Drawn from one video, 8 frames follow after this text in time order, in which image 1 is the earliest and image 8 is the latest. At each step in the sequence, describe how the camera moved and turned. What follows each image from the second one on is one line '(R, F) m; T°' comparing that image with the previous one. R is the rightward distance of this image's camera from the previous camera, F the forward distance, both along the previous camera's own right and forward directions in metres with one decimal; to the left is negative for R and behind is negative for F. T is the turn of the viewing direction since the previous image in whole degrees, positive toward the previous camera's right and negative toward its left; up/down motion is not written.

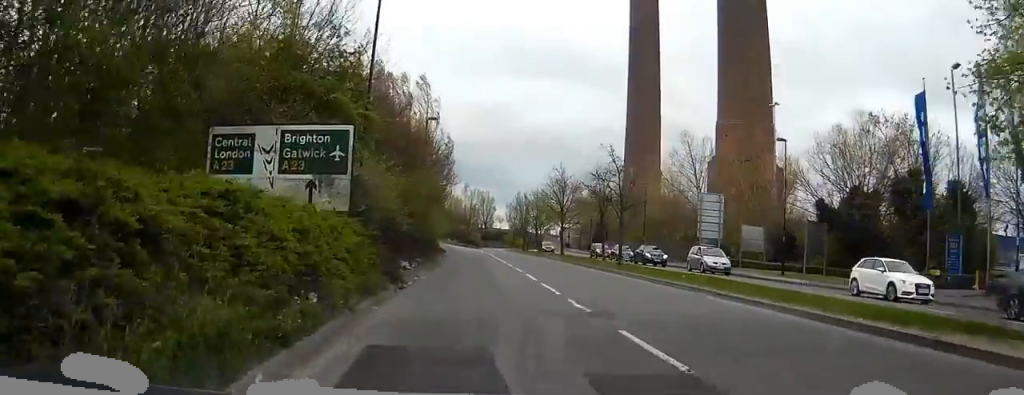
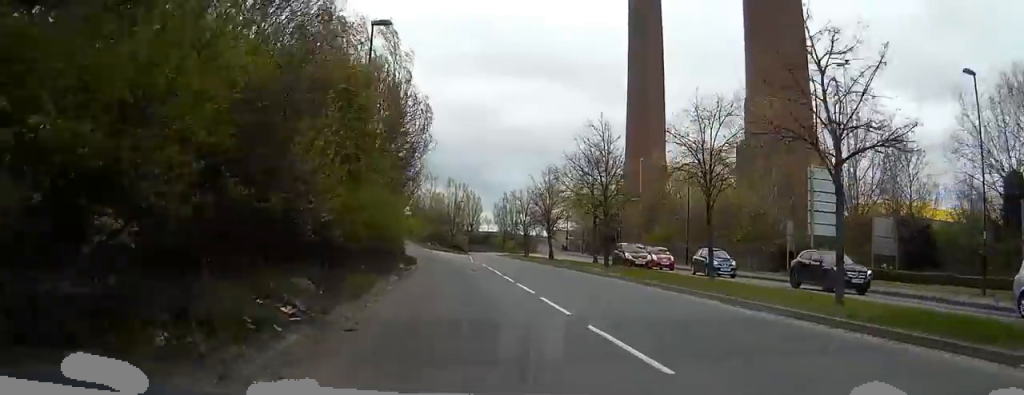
(+0.3, +21.4) m; 0°
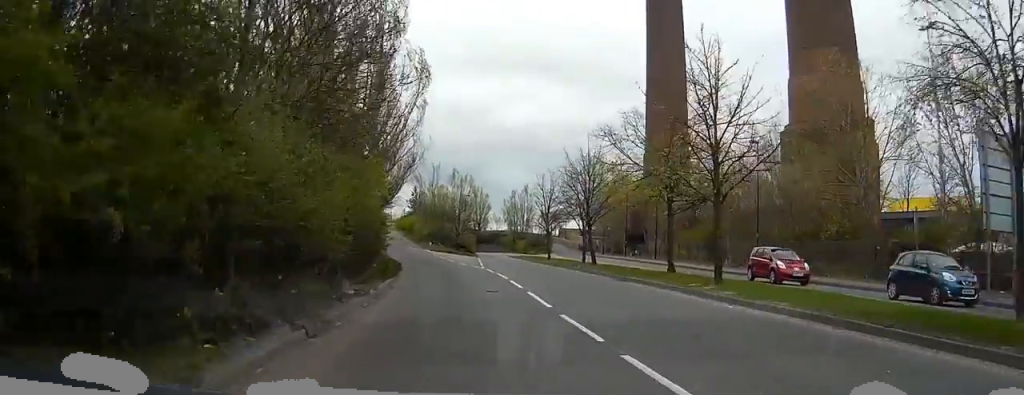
(-0.5, +14.0) m; -4°
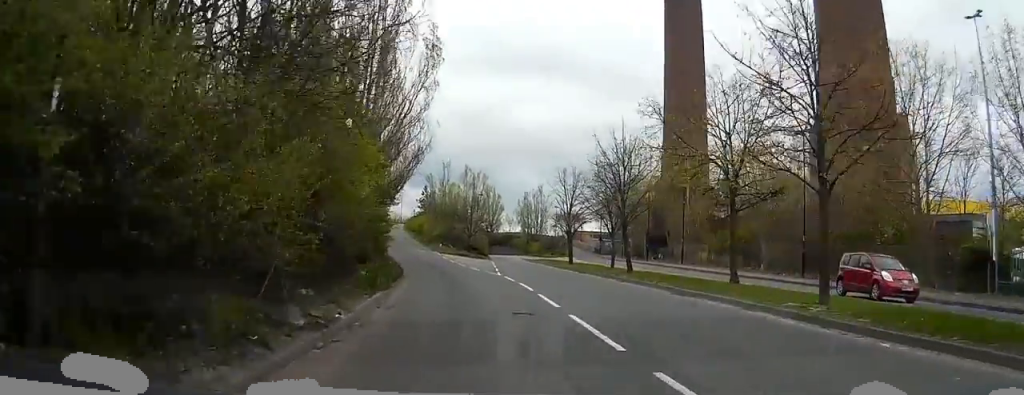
(-0.1, +5.4) m; -1°
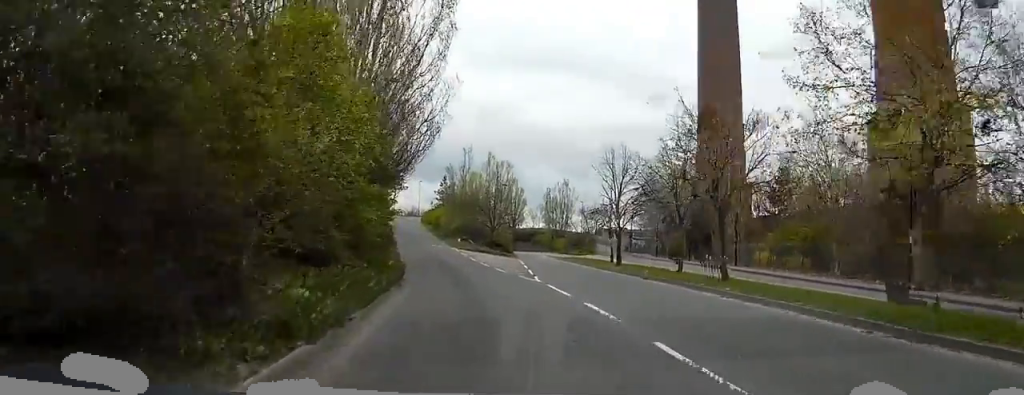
(0.0, +9.8) m; 0°
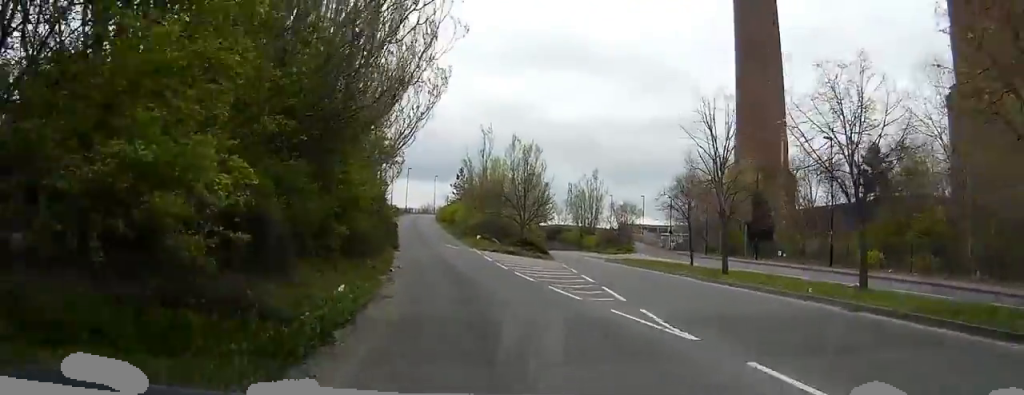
(0.0, +13.8) m; 0°
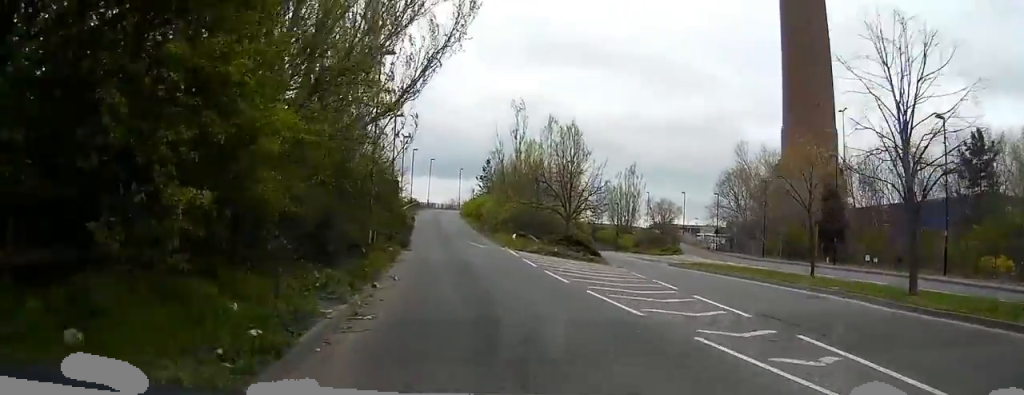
(0.0, +11.1) m; 0°
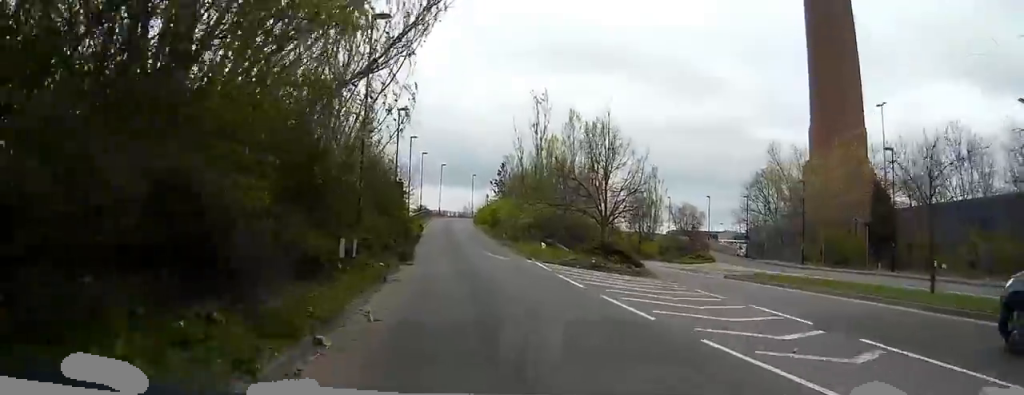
(0.0, +7.0) m; 0°
